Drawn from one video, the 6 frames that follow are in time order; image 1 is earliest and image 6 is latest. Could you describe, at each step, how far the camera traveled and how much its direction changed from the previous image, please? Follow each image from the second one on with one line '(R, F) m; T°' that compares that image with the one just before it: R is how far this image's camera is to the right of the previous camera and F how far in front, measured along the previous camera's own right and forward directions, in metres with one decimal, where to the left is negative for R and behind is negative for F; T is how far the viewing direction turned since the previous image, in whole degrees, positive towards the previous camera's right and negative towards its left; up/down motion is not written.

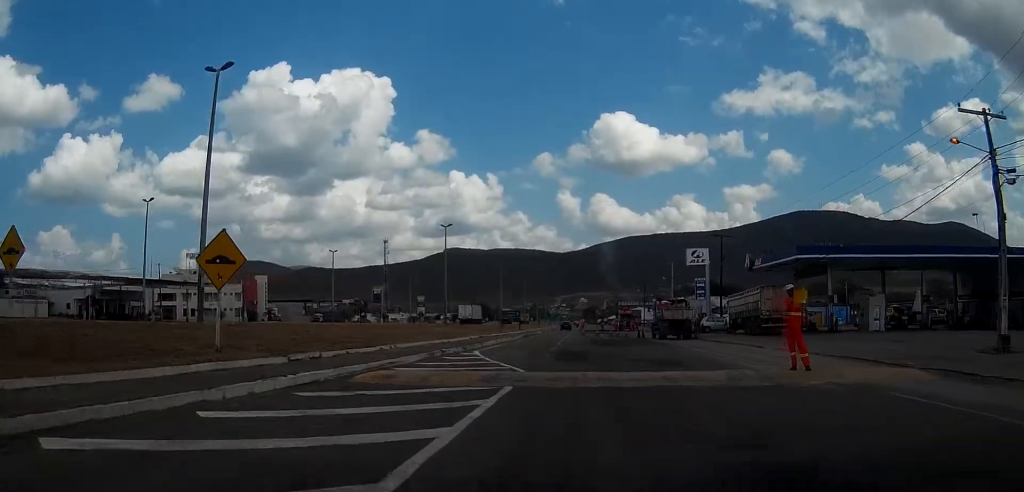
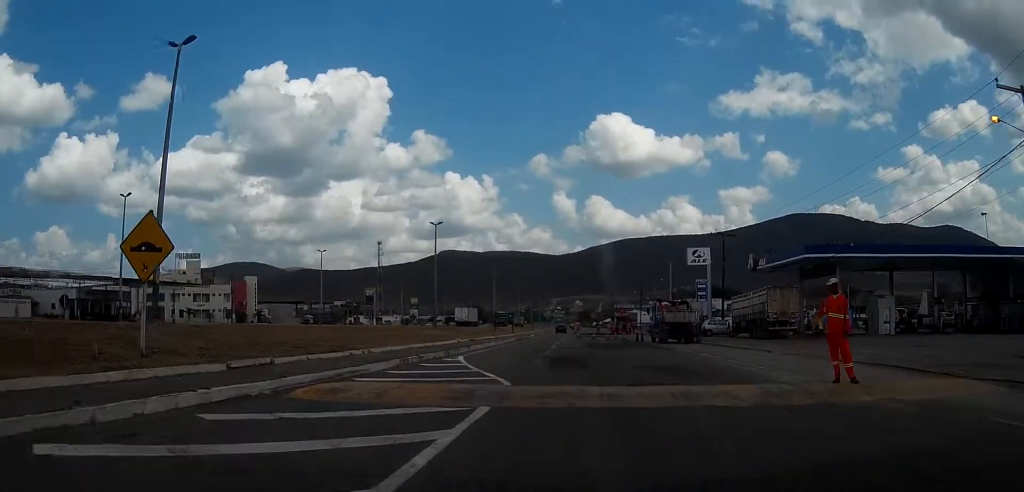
(0.0, +3.2) m; 0°
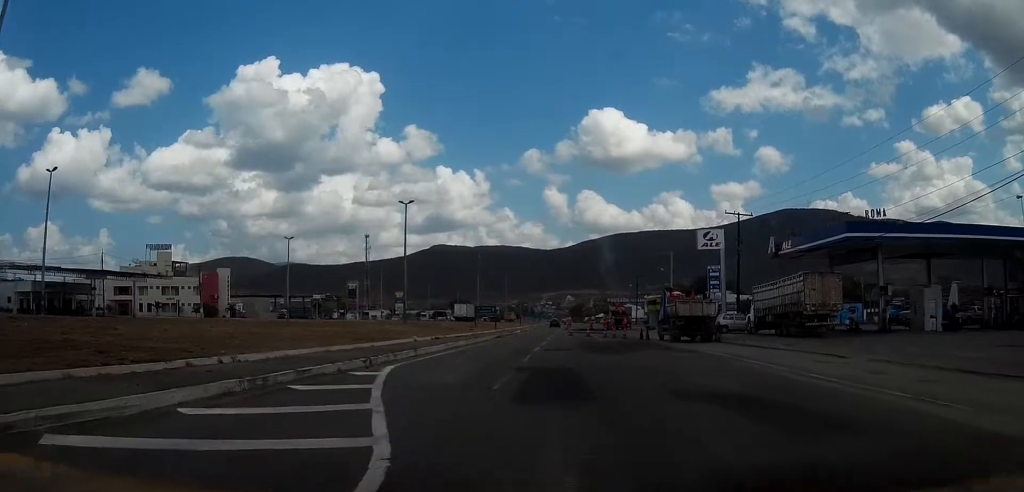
(+0.3, +10.3) m; +2°
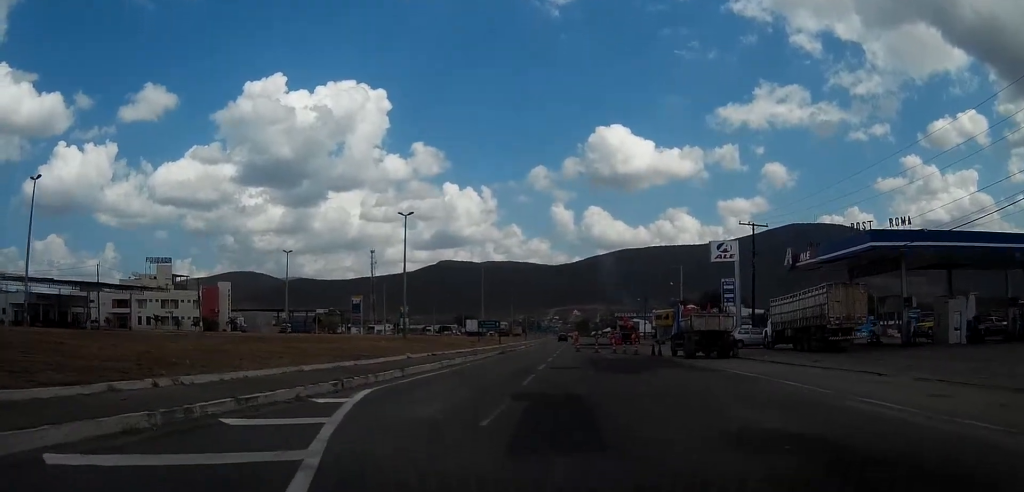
(-0.1, +3.4) m; -2°
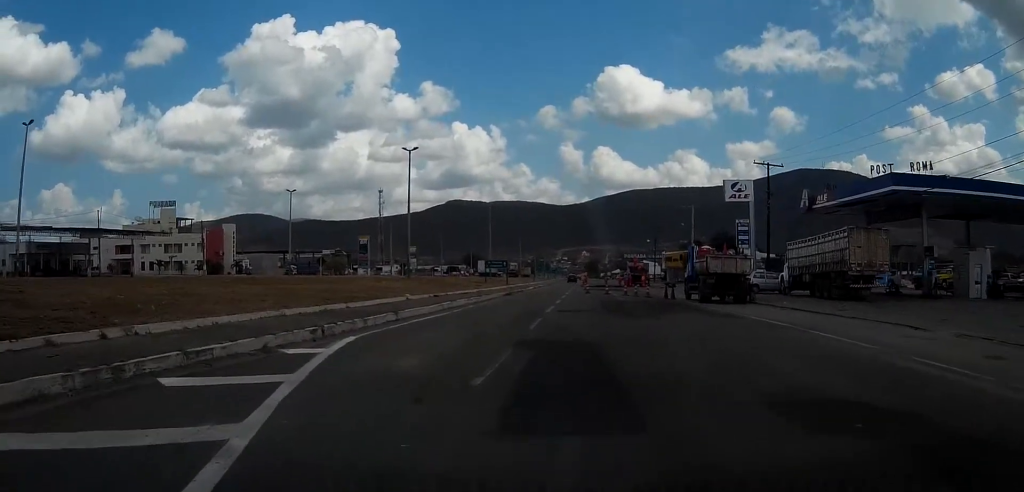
(-0.1, +2.0) m; -1°
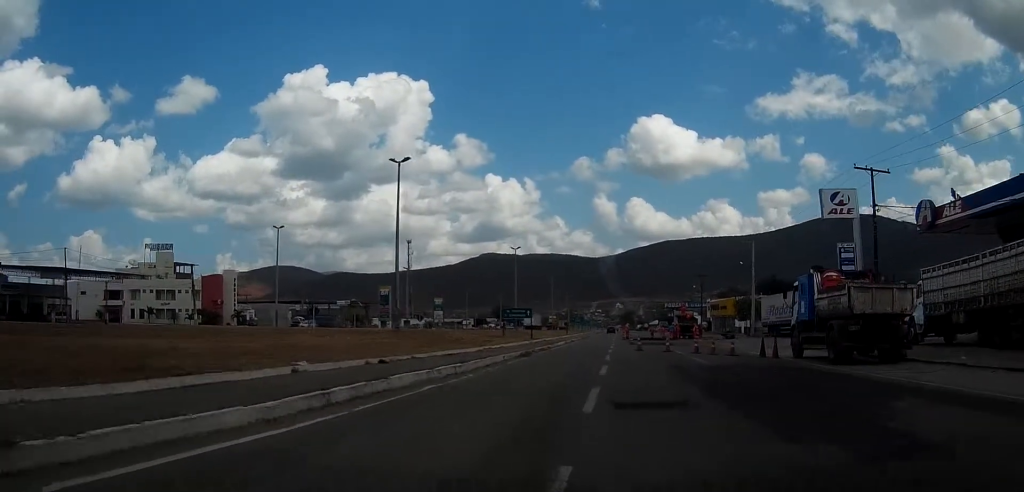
(-0.6, +15.5) m; -5°
